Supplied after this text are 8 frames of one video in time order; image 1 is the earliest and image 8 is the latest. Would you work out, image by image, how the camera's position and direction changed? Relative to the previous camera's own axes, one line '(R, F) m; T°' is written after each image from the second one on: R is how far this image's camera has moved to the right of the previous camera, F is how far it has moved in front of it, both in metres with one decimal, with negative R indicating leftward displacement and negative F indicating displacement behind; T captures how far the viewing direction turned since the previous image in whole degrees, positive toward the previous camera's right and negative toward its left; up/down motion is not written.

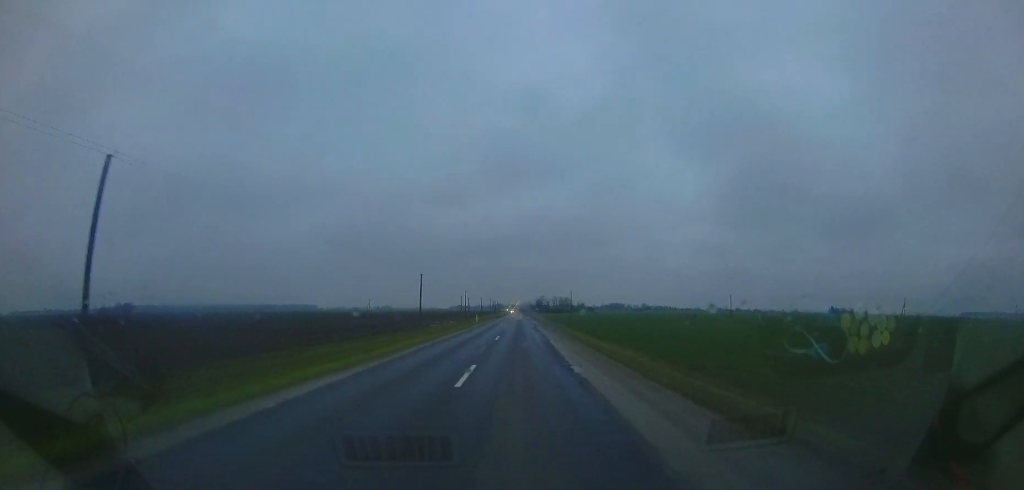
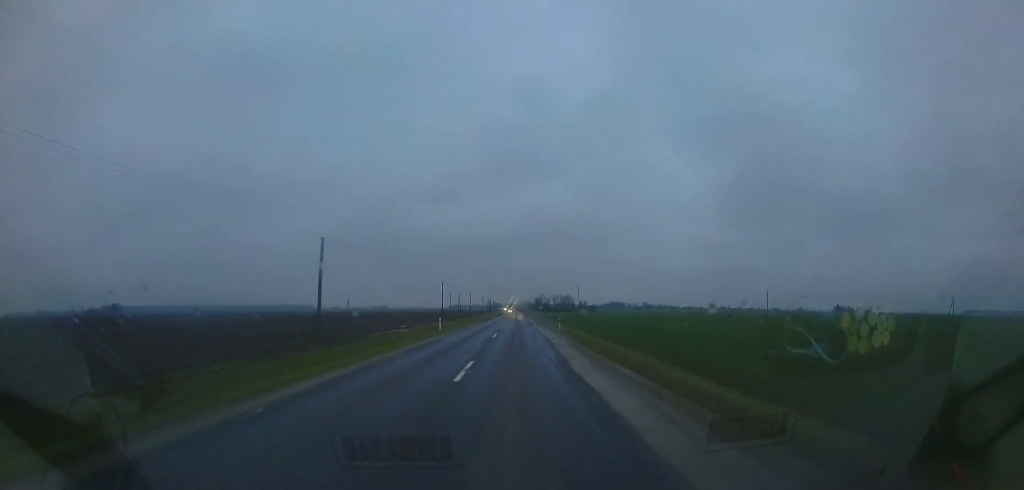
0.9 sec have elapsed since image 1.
(-0.1, +23.8) m; 0°
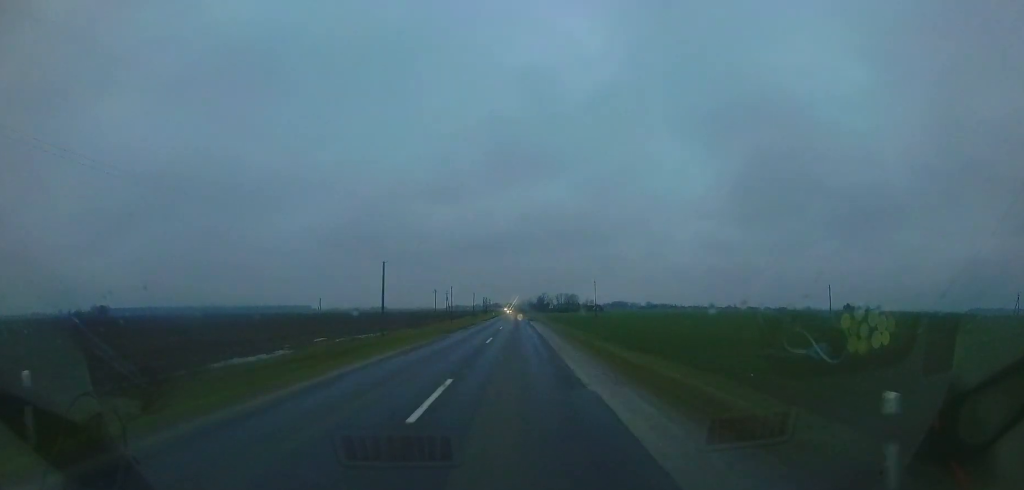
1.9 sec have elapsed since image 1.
(0.0, +27.1) m; 0°
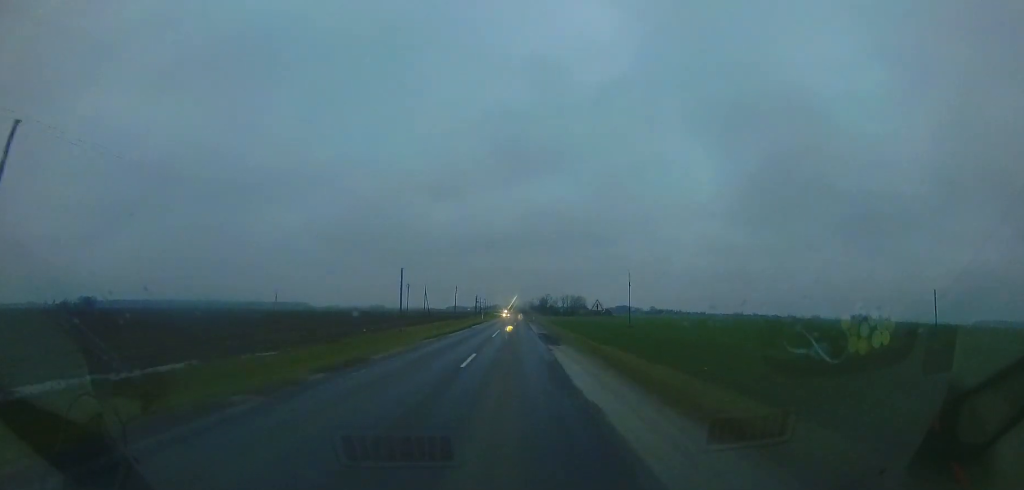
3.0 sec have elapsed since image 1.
(-0.1, +31.0) m; 0°
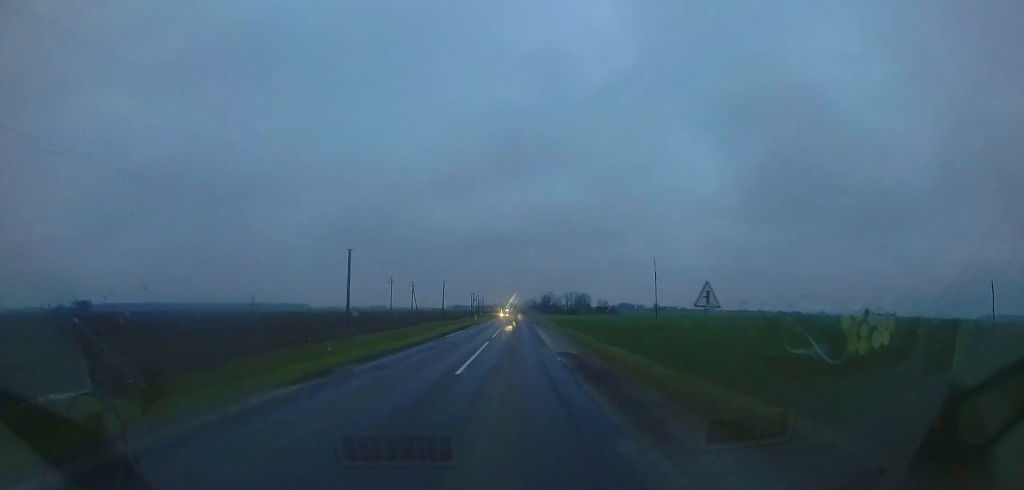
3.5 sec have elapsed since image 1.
(-0.1, +13.1) m; 0°
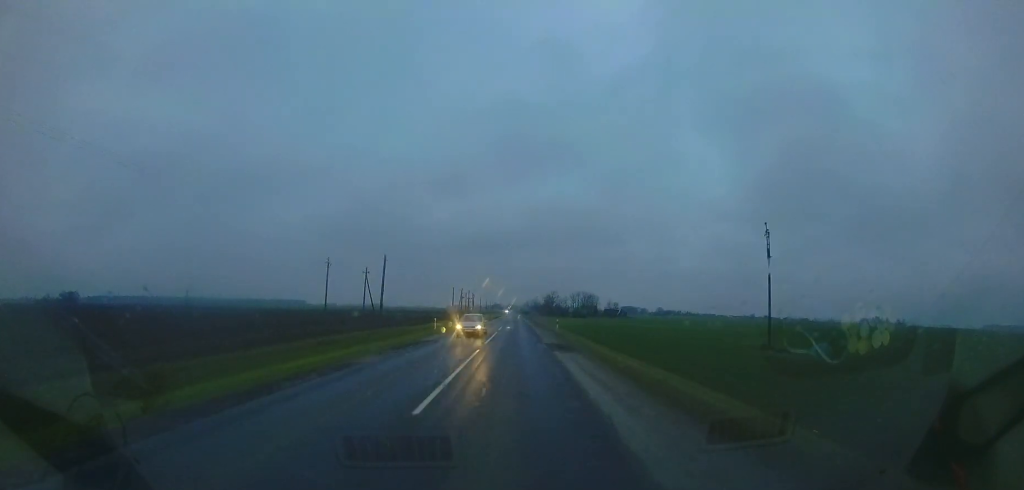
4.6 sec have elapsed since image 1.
(+0.4, +27.2) m; 0°
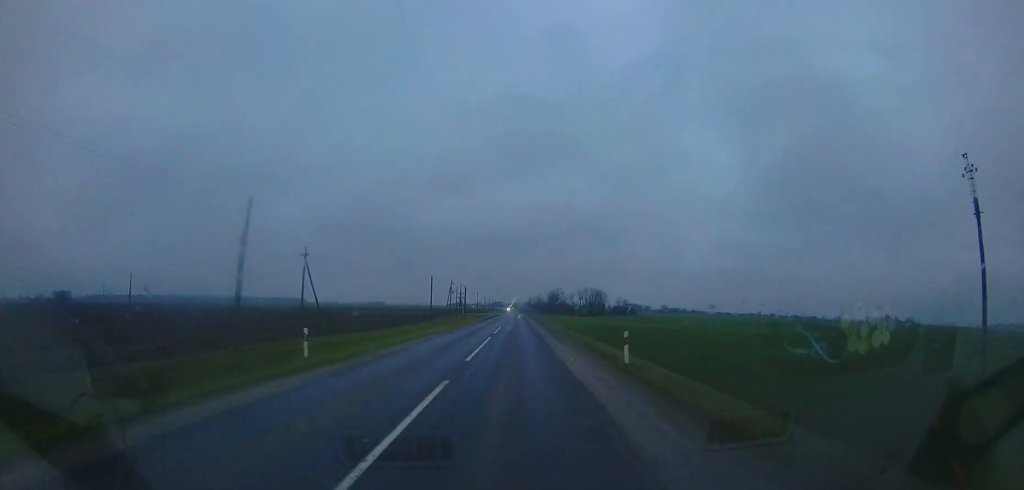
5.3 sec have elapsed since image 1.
(-0.1, +18.4) m; -1°
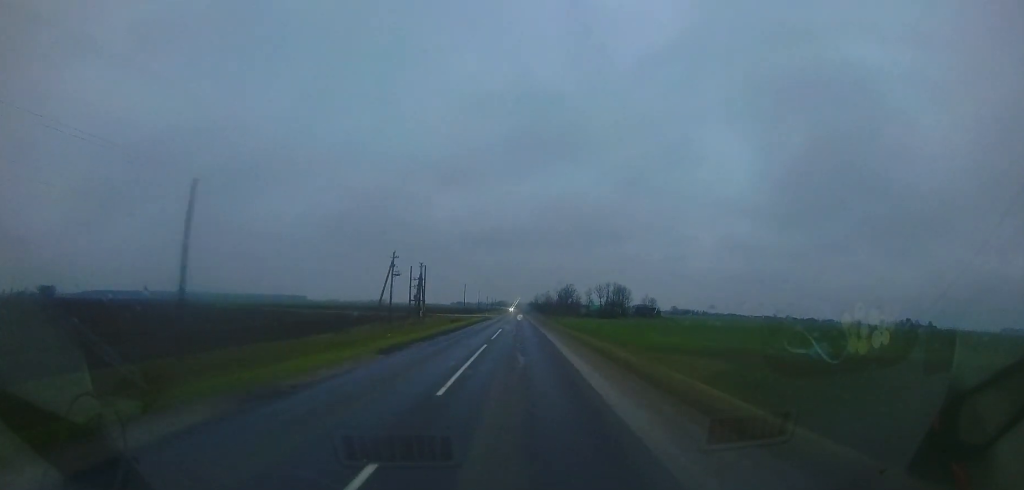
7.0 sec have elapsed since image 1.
(-1.1, +40.2) m; -2°
